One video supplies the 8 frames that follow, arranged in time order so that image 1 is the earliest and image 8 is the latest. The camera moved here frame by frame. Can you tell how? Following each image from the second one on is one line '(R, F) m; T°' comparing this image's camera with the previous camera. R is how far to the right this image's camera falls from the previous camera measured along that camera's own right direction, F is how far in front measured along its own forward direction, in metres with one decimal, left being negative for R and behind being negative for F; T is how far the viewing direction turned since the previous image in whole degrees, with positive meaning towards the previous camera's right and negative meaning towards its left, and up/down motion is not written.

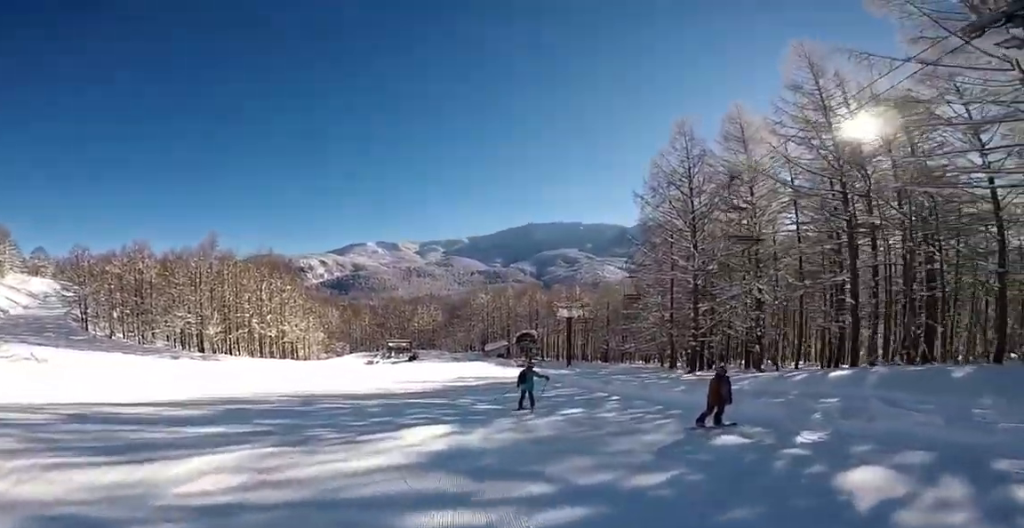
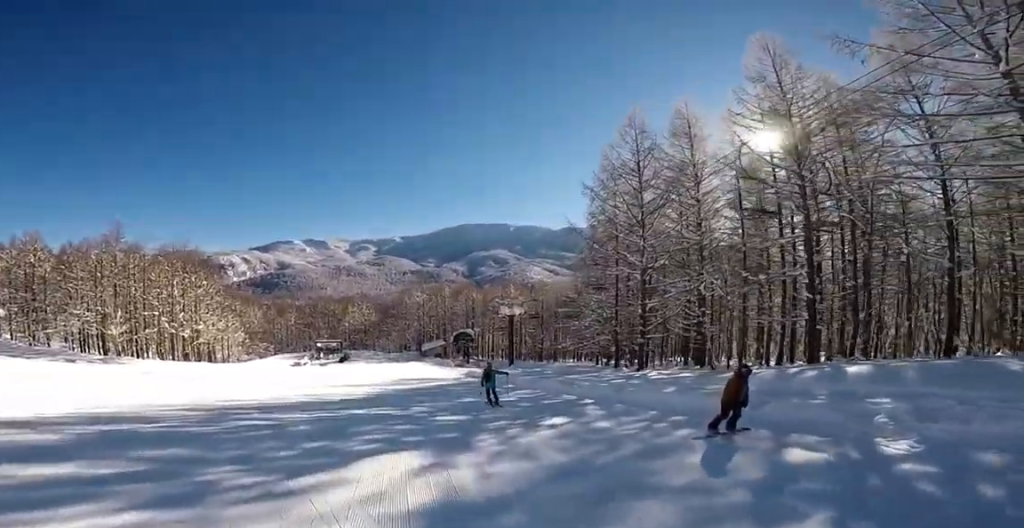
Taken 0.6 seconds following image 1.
(-0.1, +3.3) m; +11°
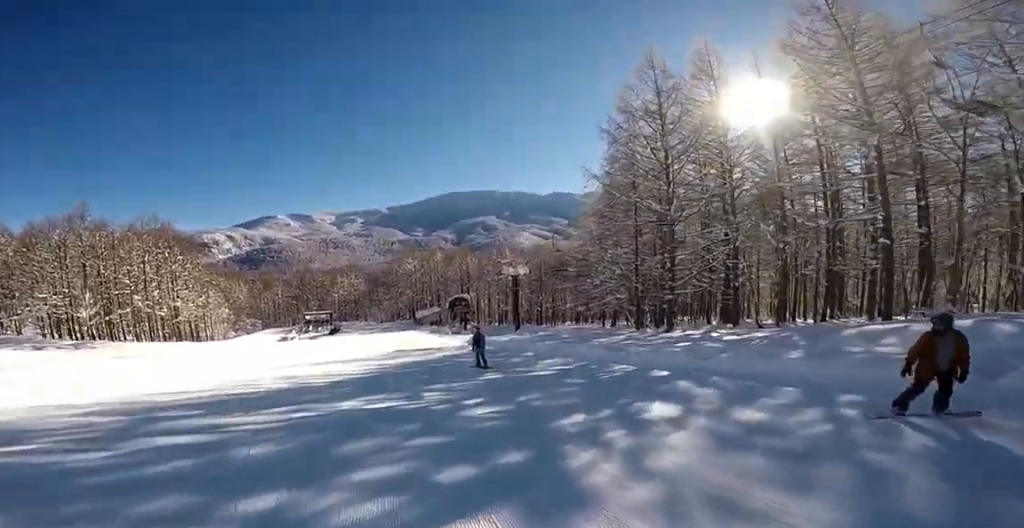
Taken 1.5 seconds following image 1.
(+0.8, +4.4) m; +4°
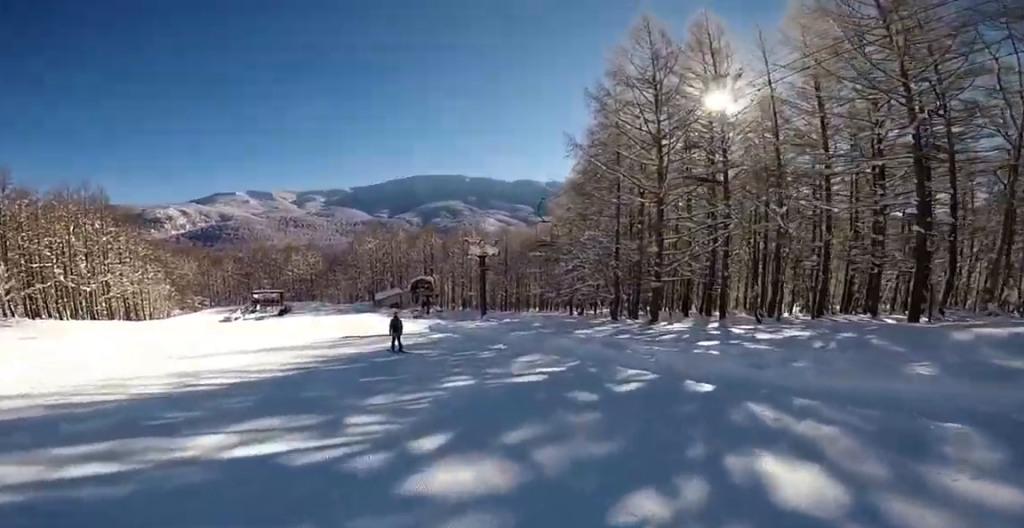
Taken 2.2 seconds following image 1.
(+0.1, +4.1) m; -5°
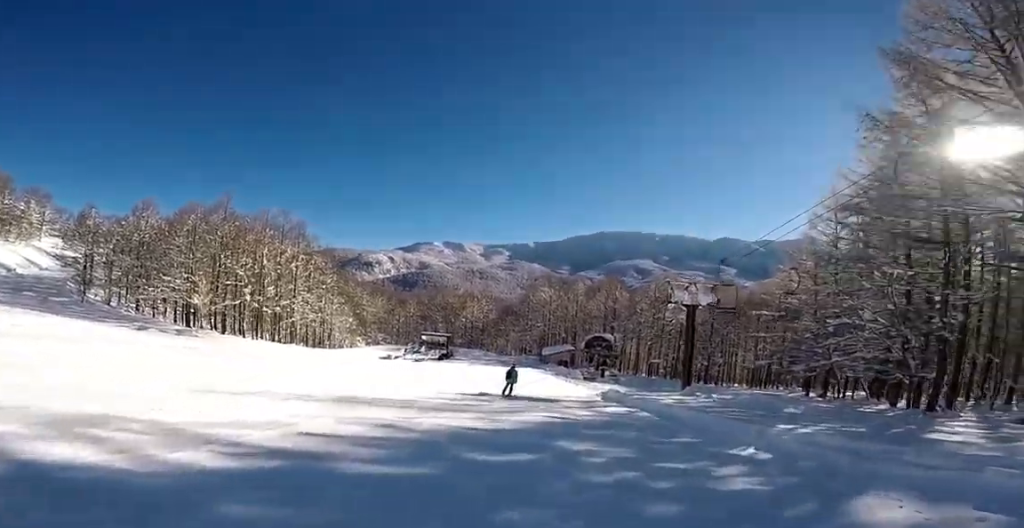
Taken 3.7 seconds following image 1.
(-1.7, +9.1) m; -11°
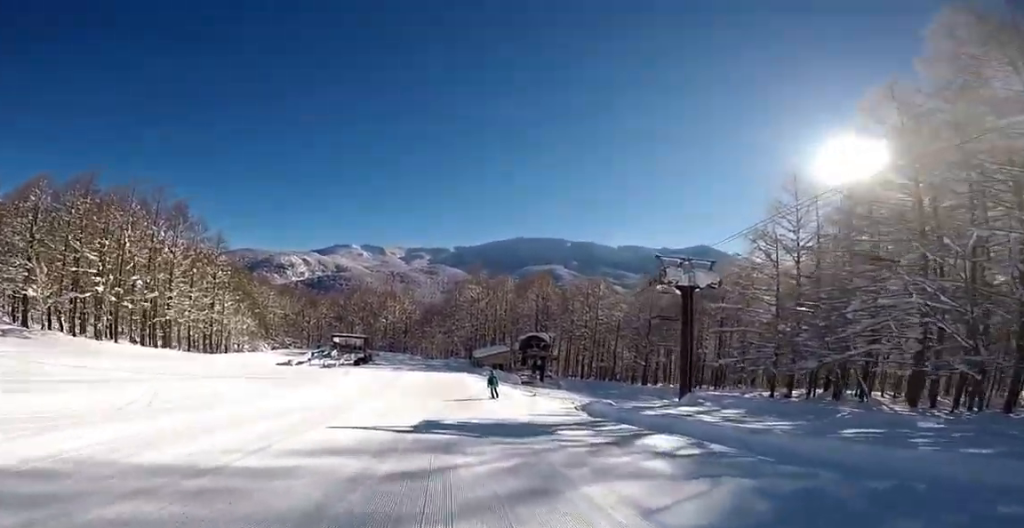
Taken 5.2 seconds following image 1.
(+0.1, +9.6) m; +4°
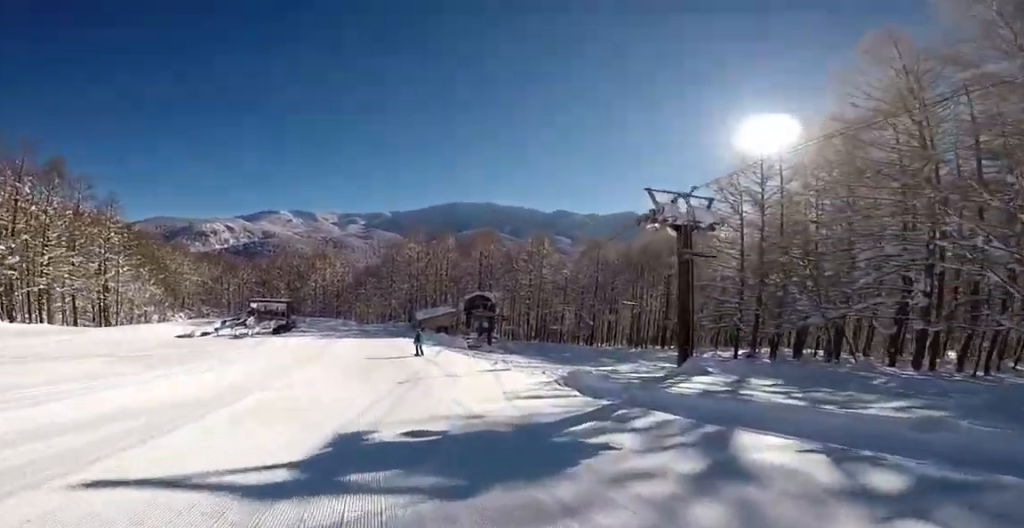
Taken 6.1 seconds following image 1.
(+0.2, +6.0) m; +8°
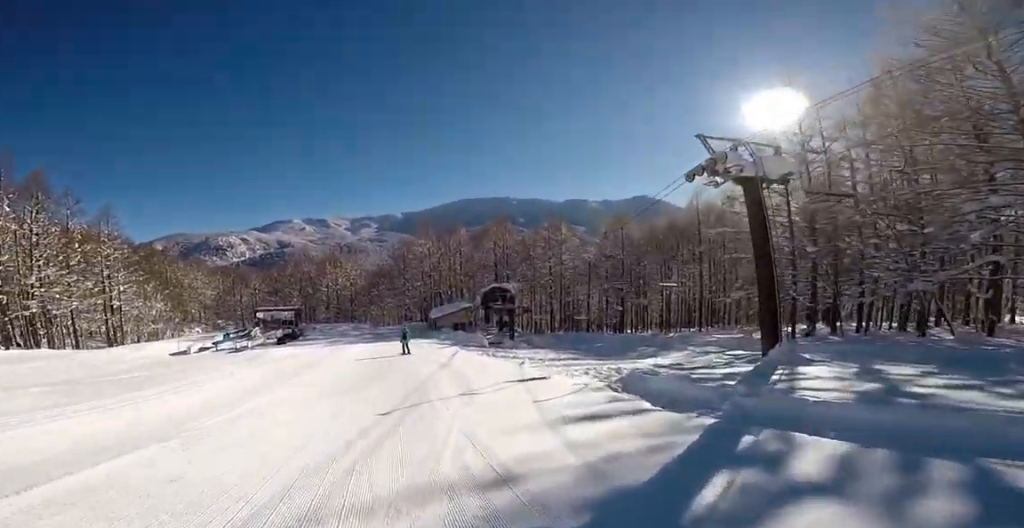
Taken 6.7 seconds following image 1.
(+0.7, +4.1) m; 0°
